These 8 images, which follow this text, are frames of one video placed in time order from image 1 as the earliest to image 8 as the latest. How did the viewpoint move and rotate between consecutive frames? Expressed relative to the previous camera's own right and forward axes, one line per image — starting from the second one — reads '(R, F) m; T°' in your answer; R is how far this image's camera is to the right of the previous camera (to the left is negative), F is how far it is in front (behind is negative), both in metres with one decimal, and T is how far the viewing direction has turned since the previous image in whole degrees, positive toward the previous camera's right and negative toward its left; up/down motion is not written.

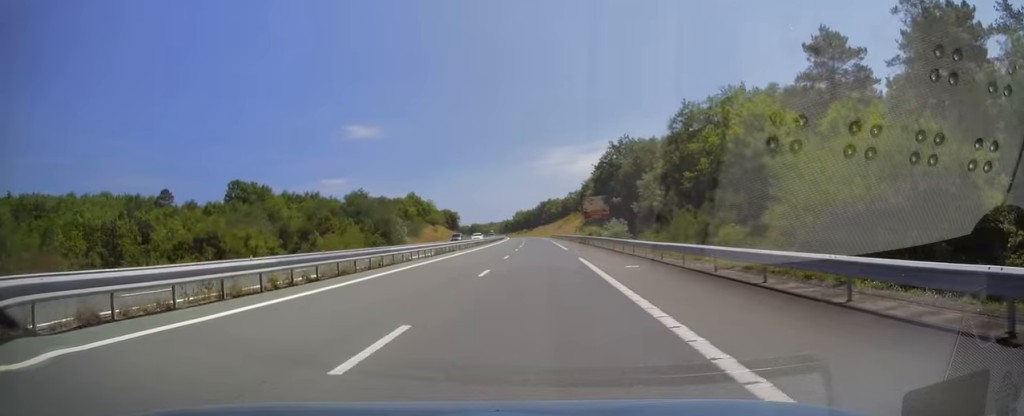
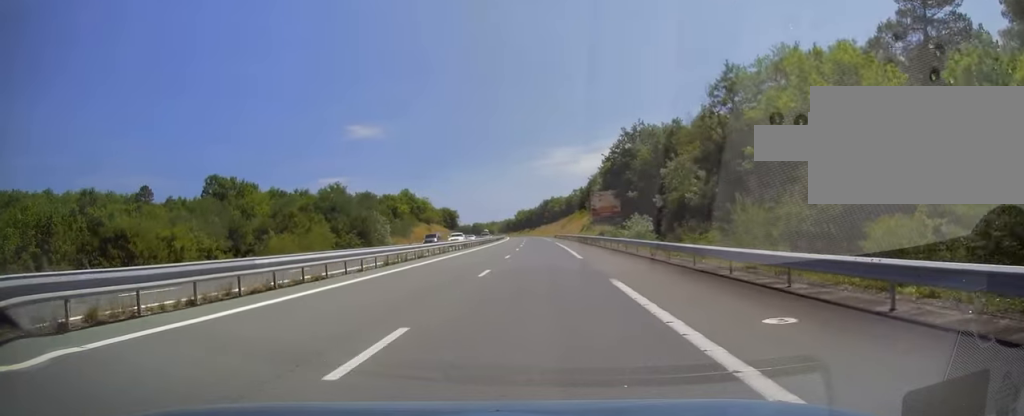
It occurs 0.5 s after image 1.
(0.0, +13.3) m; 0°
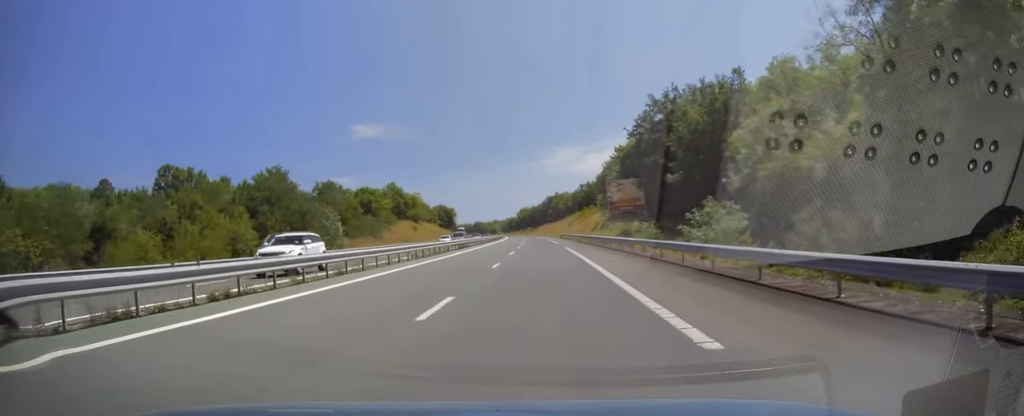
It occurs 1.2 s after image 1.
(0.0, +22.1) m; -1°
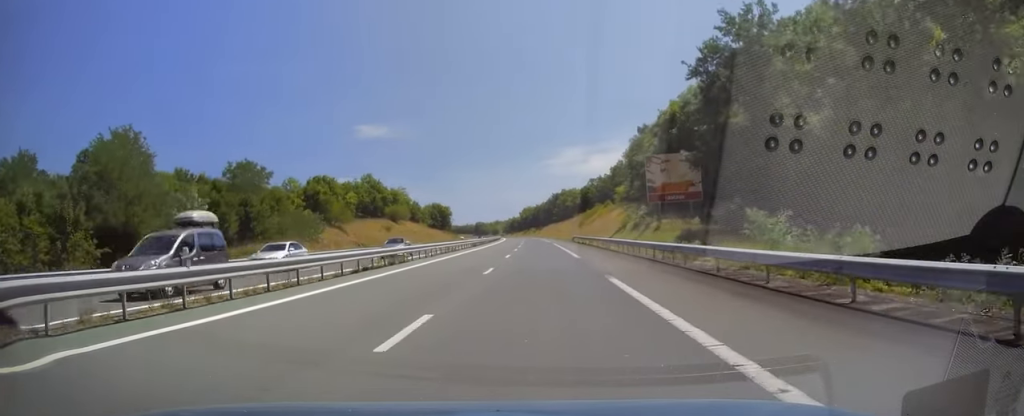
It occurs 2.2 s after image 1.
(-0.3, +28.5) m; -1°
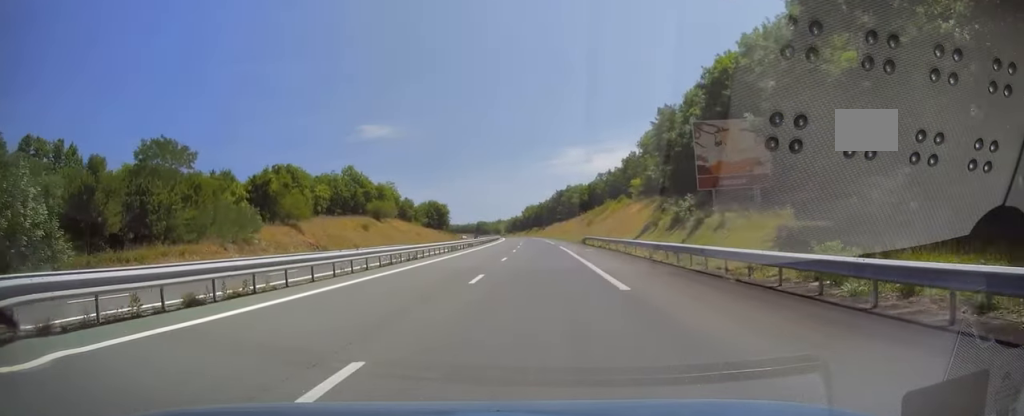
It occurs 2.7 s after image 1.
(-0.1, +16.7) m; 0°
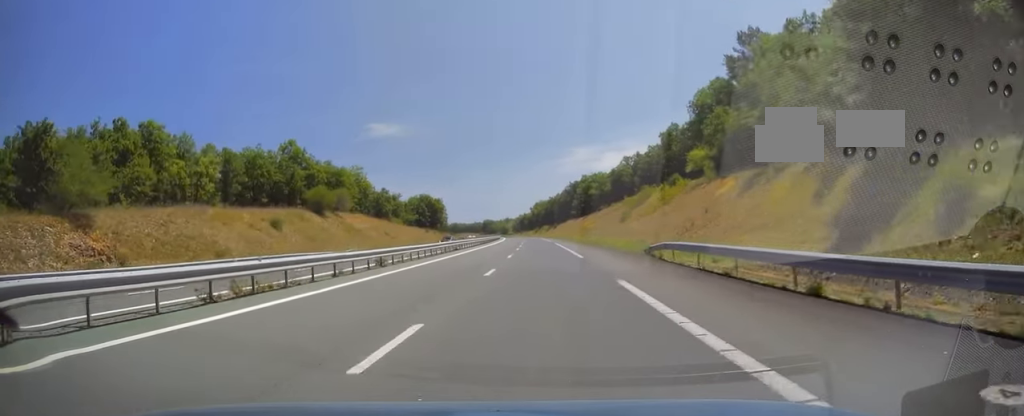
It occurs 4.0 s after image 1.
(0.0, +36.4) m; 0°
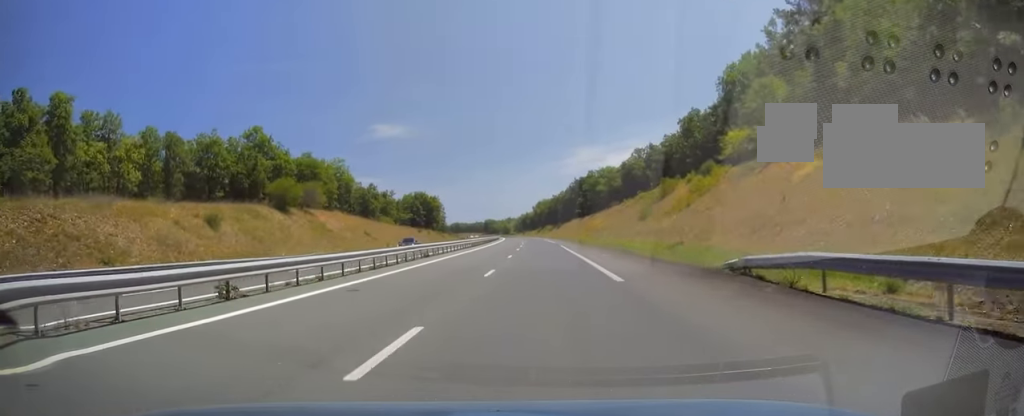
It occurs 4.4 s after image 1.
(+0.1, +13.3) m; 0°
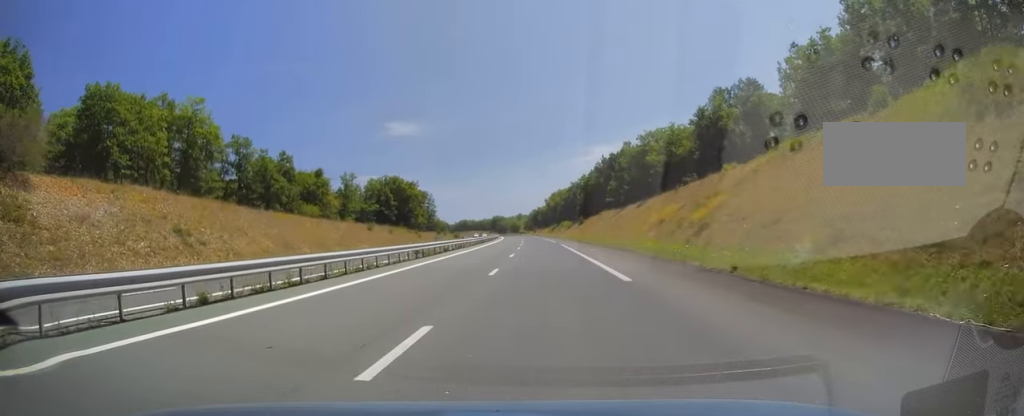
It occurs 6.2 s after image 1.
(-1.3, +52.1) m; -2°
